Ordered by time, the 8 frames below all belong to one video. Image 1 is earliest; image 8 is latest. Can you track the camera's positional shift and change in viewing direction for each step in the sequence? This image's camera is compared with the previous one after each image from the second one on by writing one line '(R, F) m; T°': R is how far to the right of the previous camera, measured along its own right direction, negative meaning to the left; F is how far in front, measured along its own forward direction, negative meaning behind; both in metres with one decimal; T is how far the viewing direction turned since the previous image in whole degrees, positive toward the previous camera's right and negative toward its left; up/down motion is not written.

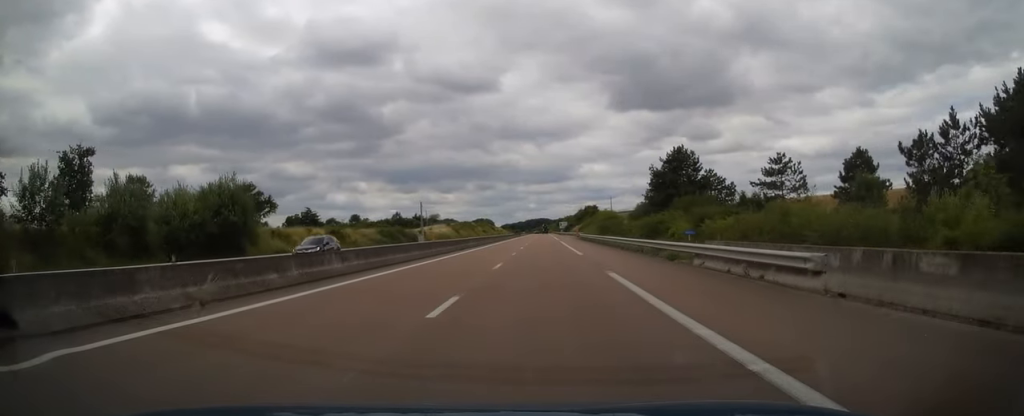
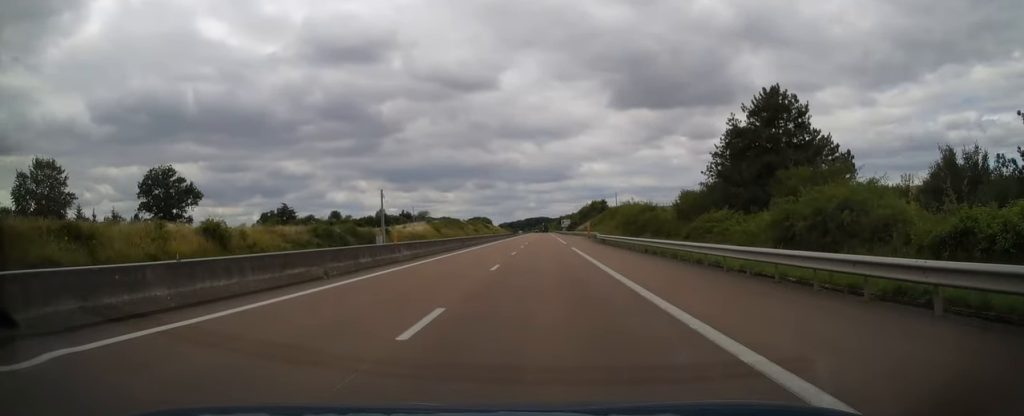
(0.0, +27.7) m; 0°
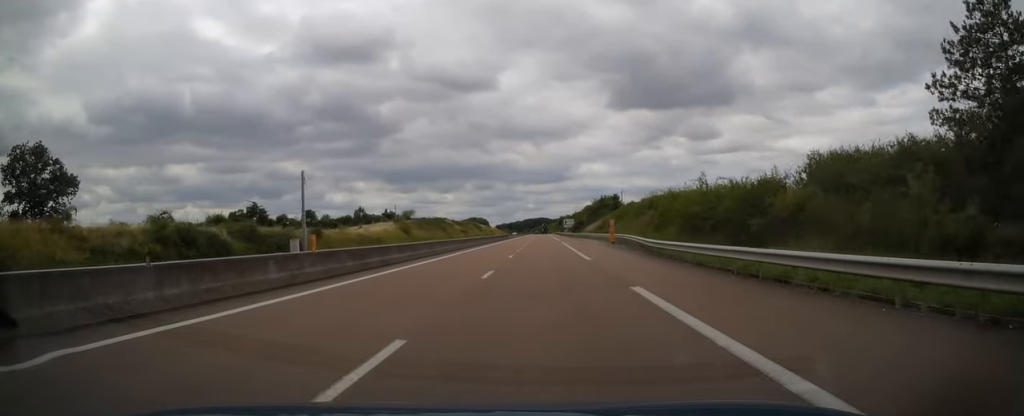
(0.0, +28.7) m; -1°
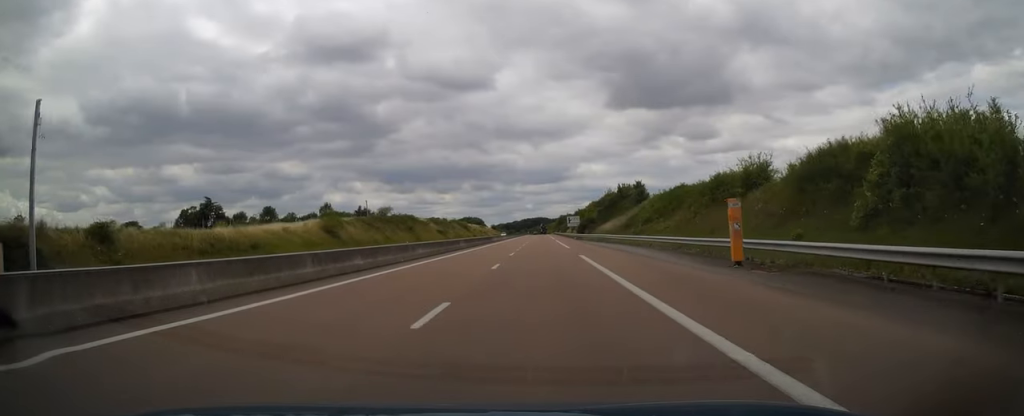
(-0.5, +34.6) m; +1°
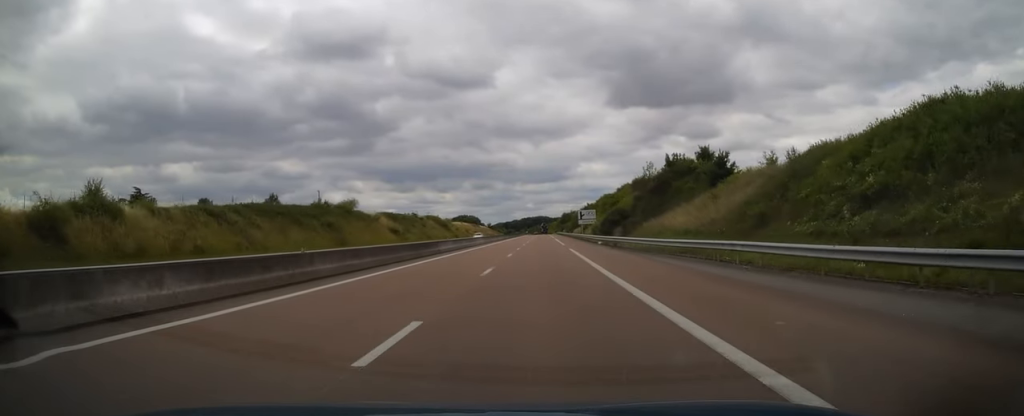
(+0.6, +40.9) m; 0°
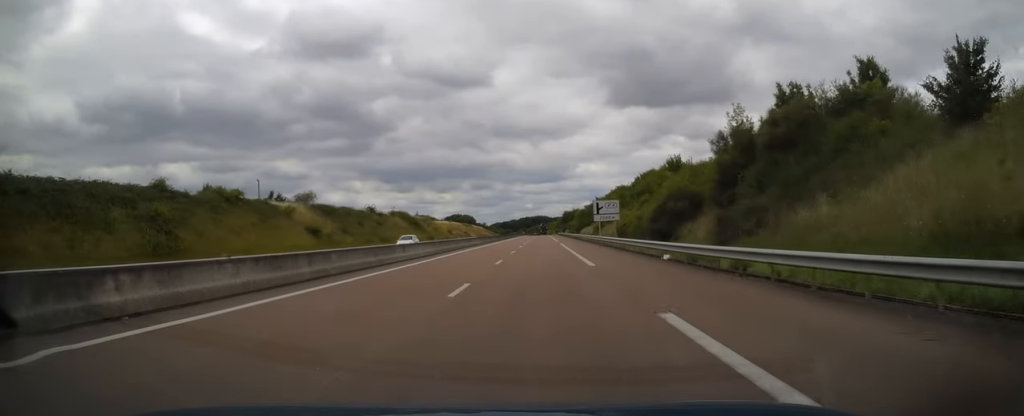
(-0.4, +32.2) m; 0°
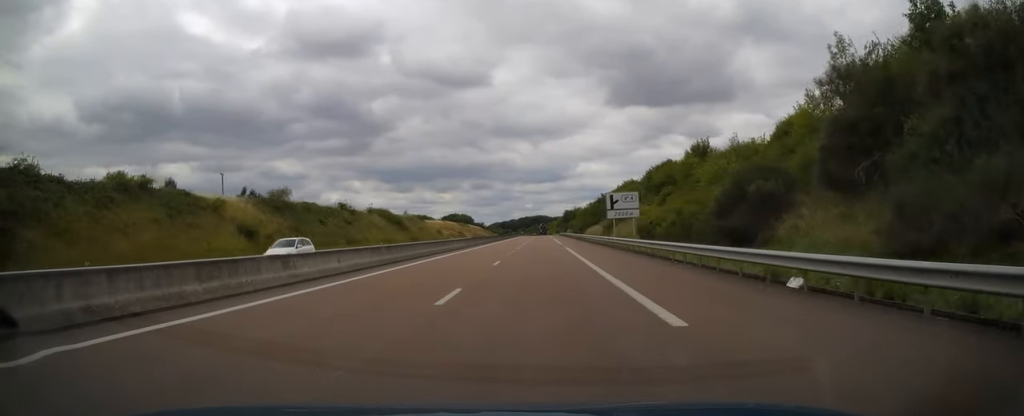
(+0.1, +14.1) m; 0°
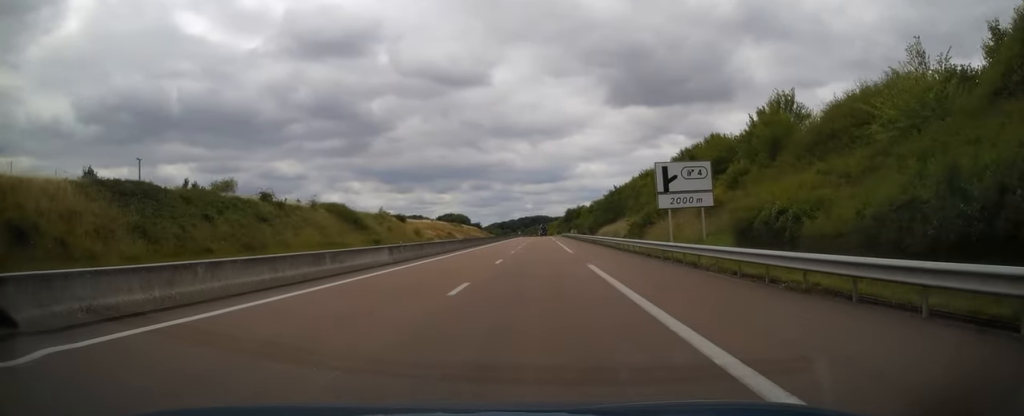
(+0.1, +23.9) m; 0°
